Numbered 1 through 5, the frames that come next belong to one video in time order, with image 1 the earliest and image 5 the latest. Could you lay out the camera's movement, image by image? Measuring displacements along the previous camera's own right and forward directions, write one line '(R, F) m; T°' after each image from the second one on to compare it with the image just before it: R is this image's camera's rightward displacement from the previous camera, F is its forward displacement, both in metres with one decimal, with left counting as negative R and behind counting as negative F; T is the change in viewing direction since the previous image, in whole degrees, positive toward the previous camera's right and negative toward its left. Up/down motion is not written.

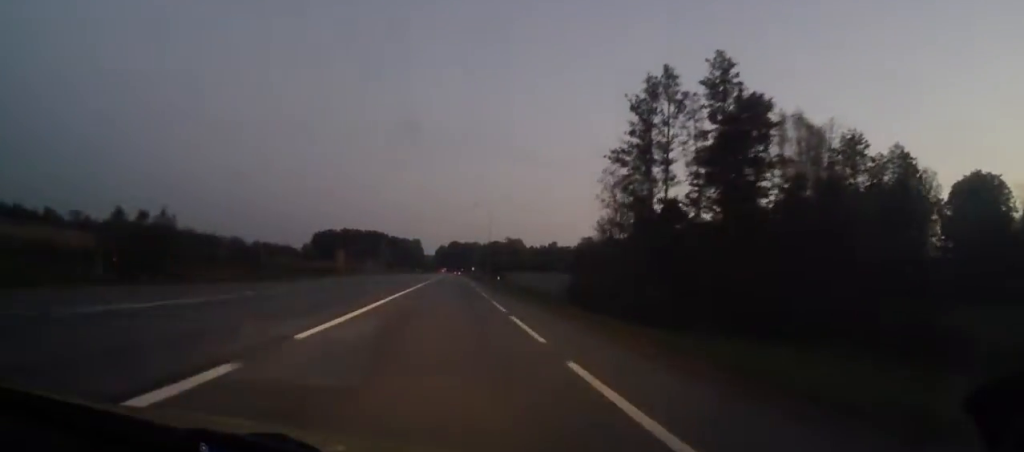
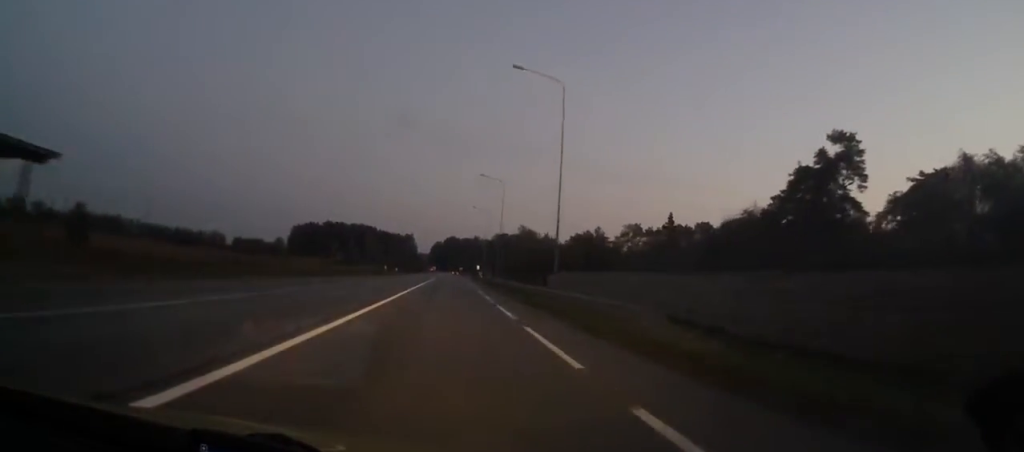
(0.0, +65.8) m; 0°
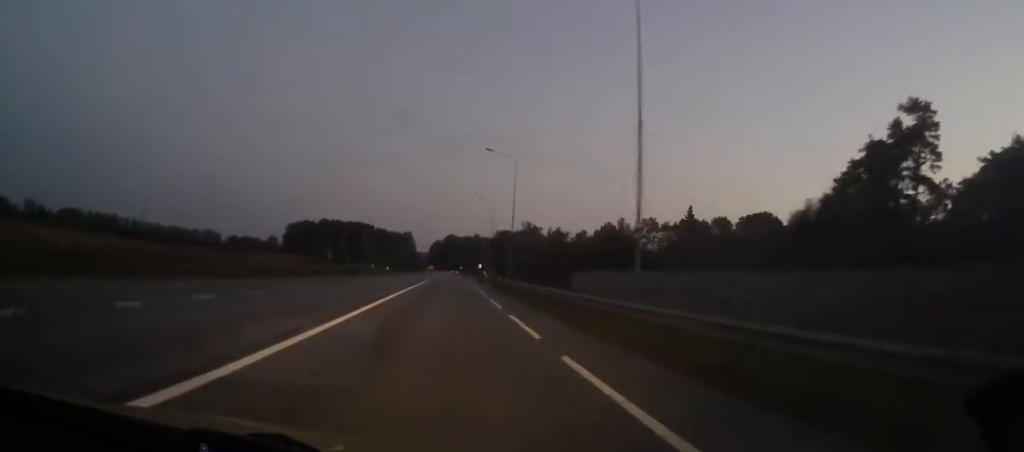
(-0.2, +14.4) m; 0°
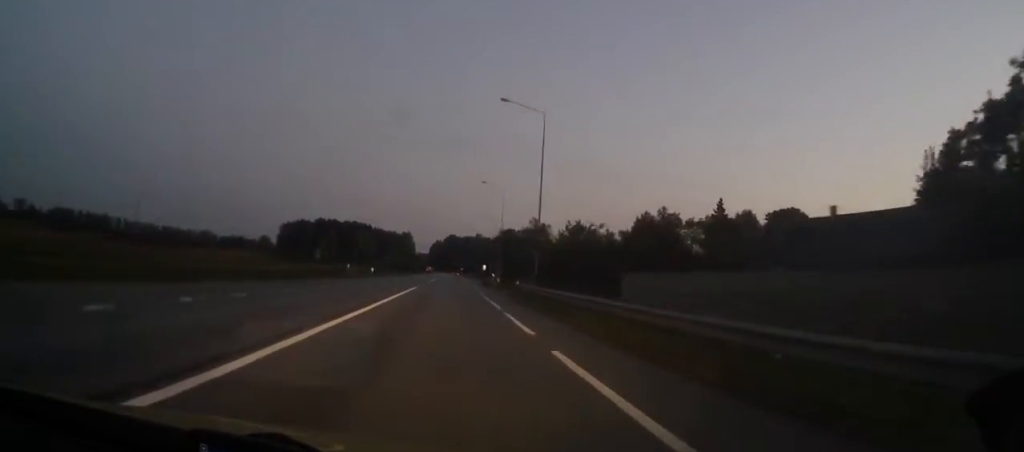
(-0.1, +17.3) m; 0°
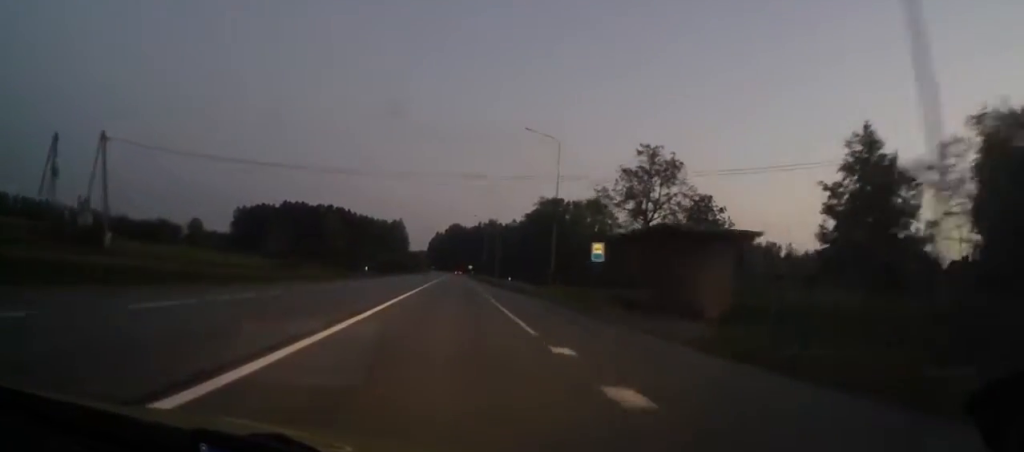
(+0.3, +105.7) m; 0°
